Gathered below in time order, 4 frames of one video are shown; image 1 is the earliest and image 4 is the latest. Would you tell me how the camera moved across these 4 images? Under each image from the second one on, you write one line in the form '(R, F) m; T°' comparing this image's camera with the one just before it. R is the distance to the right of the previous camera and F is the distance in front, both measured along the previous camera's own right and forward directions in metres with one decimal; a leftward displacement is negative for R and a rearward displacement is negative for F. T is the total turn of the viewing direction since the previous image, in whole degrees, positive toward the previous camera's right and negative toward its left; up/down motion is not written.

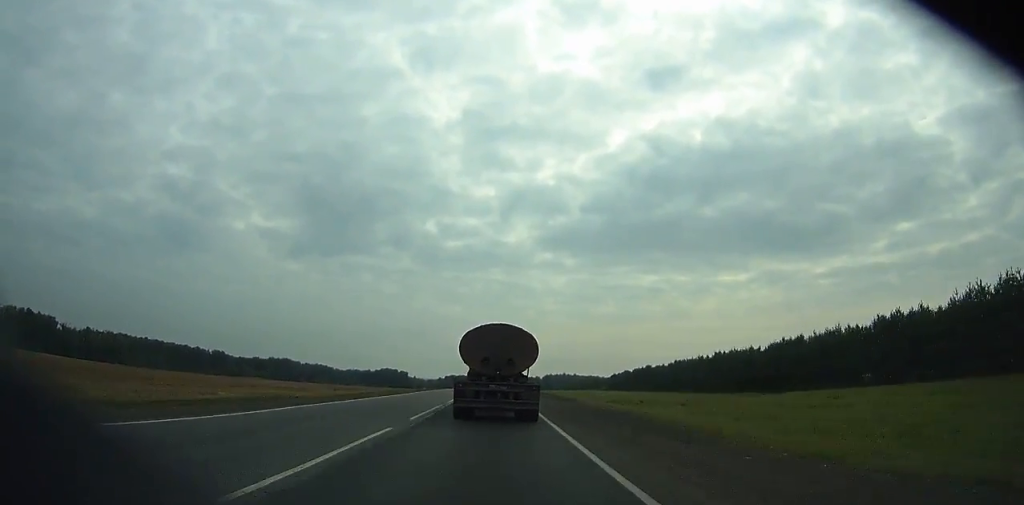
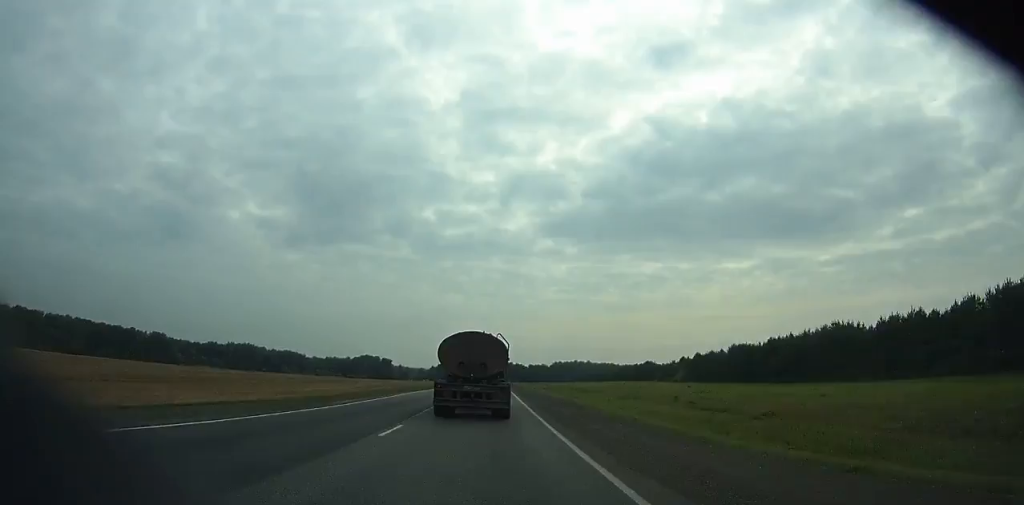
(-0.6, +124.3) m; 0°
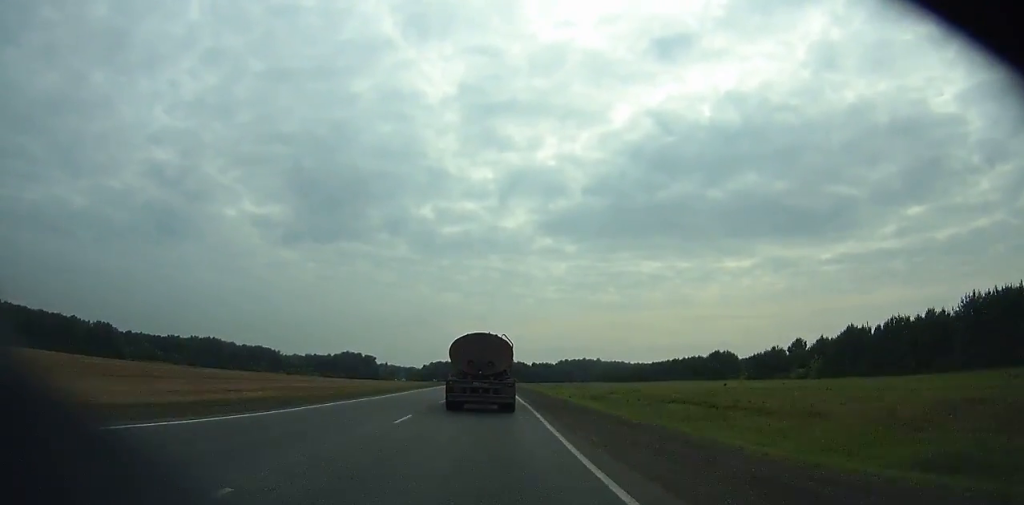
(0.0, +80.3) m; 0°
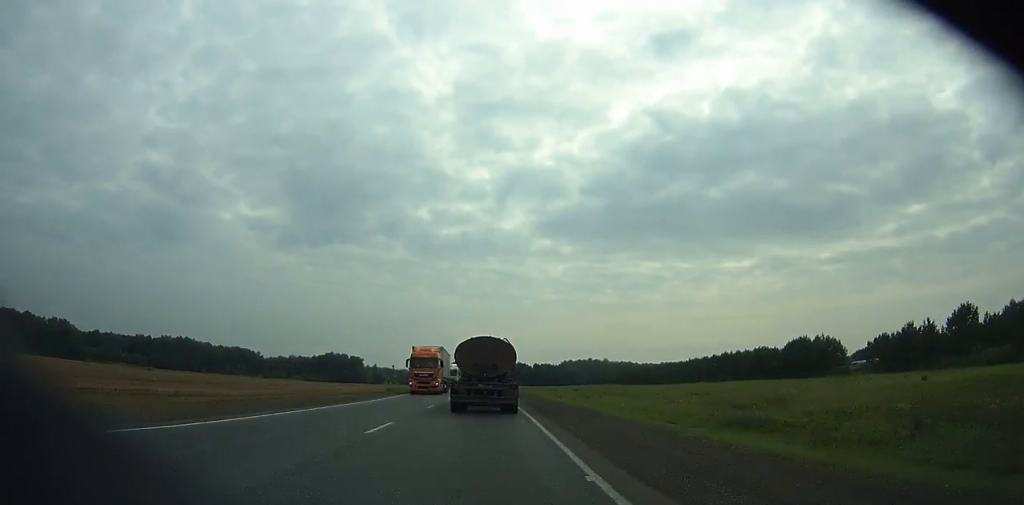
(0.0, +50.0) m; 0°
